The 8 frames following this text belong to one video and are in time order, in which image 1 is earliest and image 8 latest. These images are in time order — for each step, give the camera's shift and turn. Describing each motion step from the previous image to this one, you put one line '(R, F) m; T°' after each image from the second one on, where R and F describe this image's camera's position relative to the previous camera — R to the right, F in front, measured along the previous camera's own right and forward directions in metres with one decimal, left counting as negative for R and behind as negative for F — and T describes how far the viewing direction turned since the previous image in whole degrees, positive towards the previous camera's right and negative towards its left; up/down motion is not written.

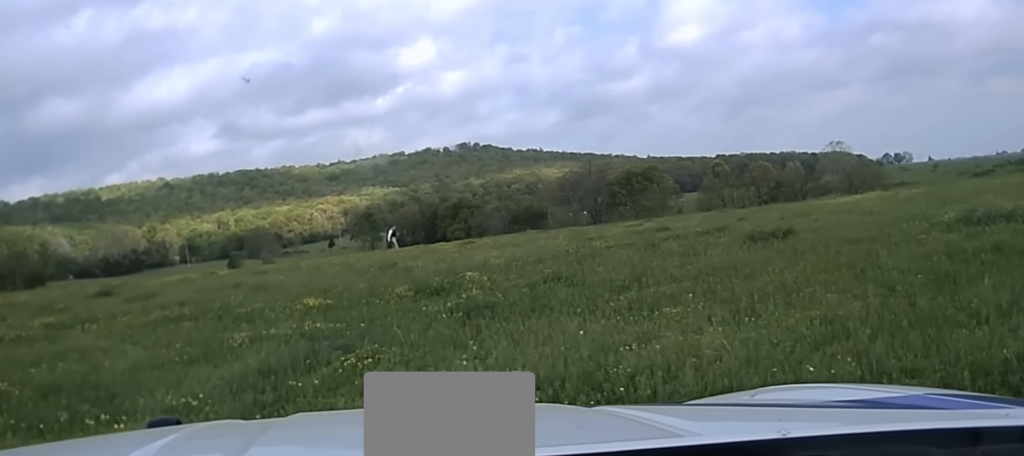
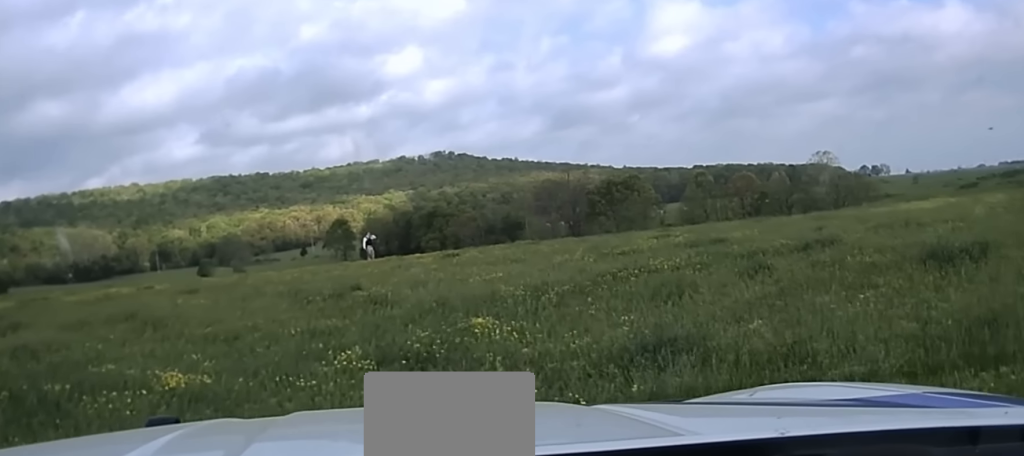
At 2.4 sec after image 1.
(+0.1, +6.5) m; -3°
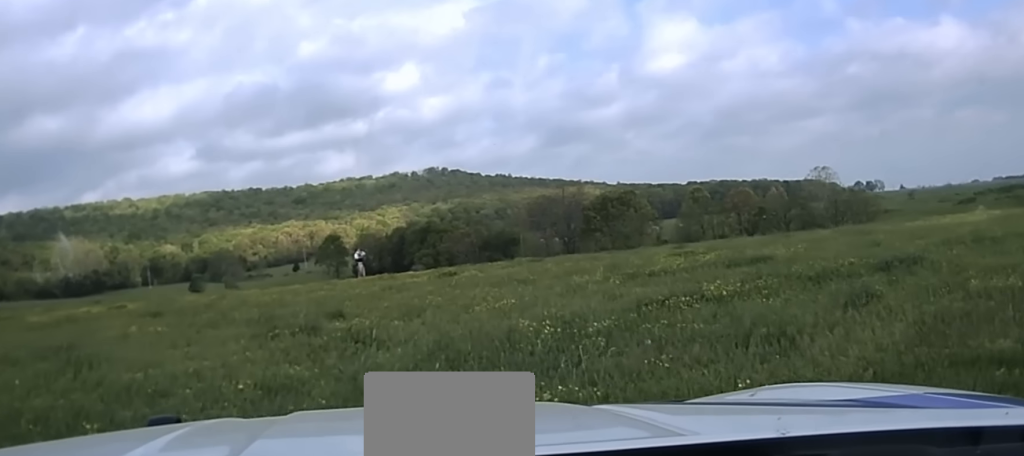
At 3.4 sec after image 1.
(-0.3, +3.0) m; 0°
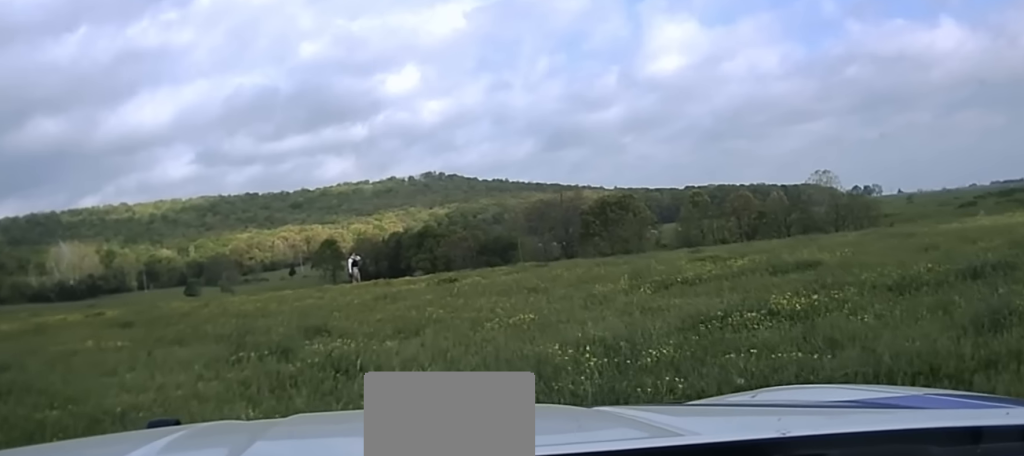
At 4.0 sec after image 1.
(+0.2, +2.1) m; +4°
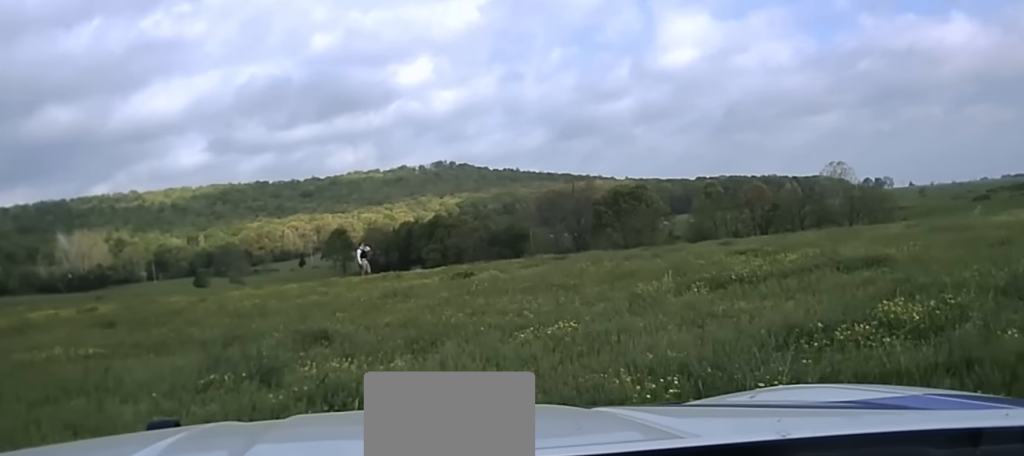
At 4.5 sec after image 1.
(+0.1, +1.6) m; +4°
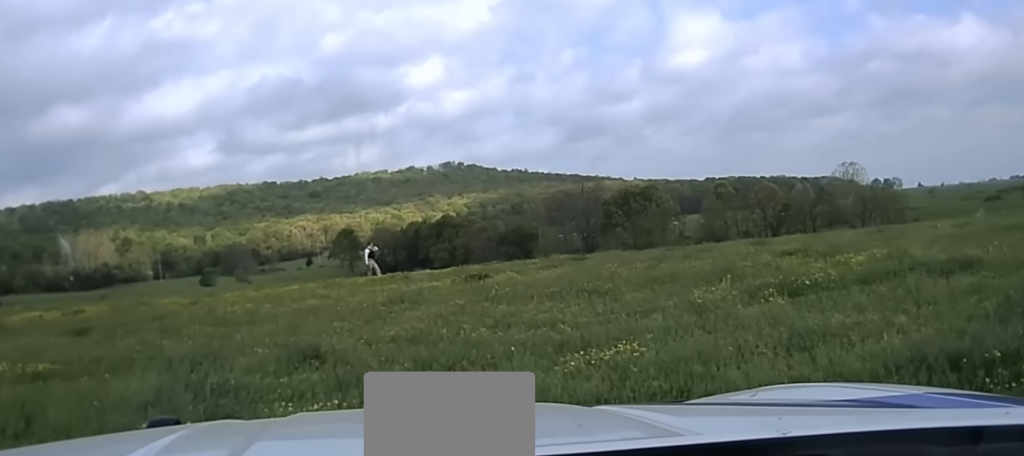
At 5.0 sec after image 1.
(0.0, +2.0) m; -2°
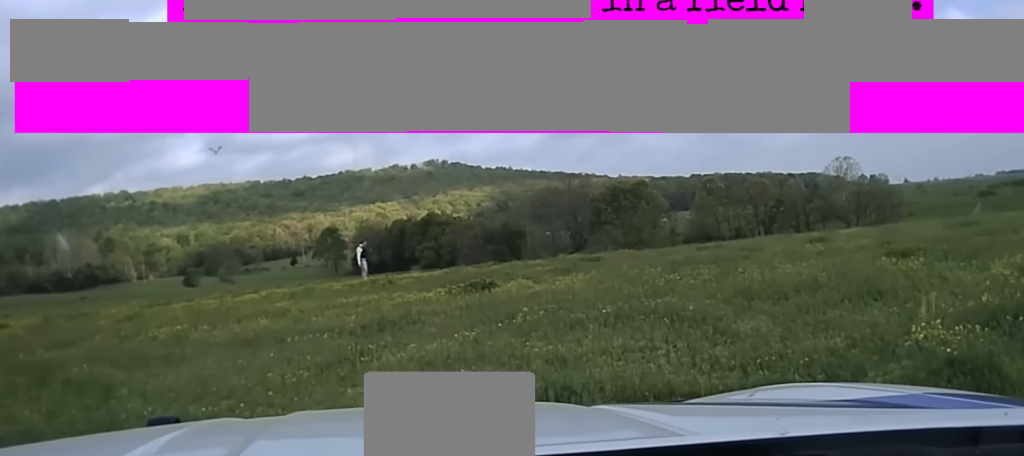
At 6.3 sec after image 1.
(-0.2, +4.5) m; -2°
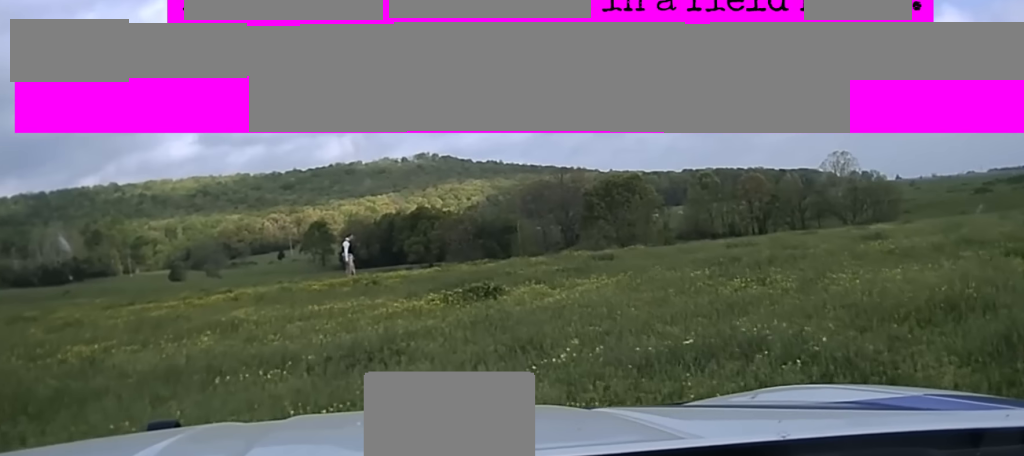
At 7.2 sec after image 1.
(+0.1, +3.3) m; +3°
